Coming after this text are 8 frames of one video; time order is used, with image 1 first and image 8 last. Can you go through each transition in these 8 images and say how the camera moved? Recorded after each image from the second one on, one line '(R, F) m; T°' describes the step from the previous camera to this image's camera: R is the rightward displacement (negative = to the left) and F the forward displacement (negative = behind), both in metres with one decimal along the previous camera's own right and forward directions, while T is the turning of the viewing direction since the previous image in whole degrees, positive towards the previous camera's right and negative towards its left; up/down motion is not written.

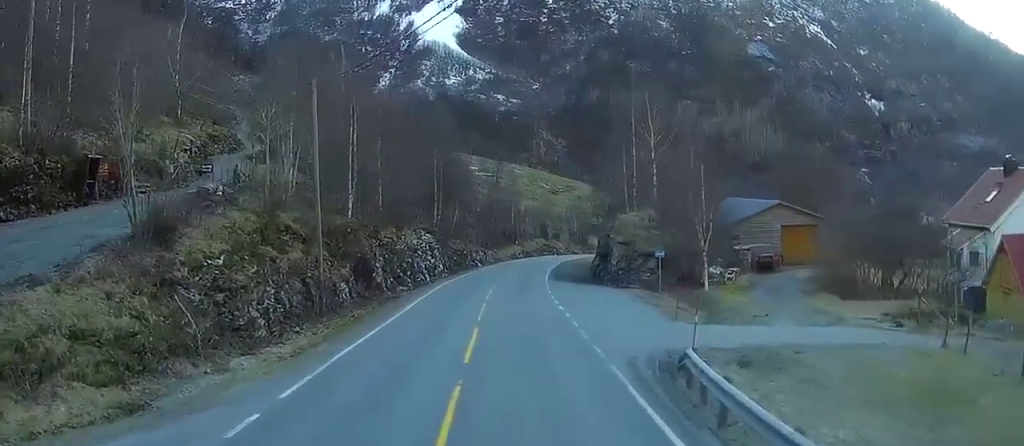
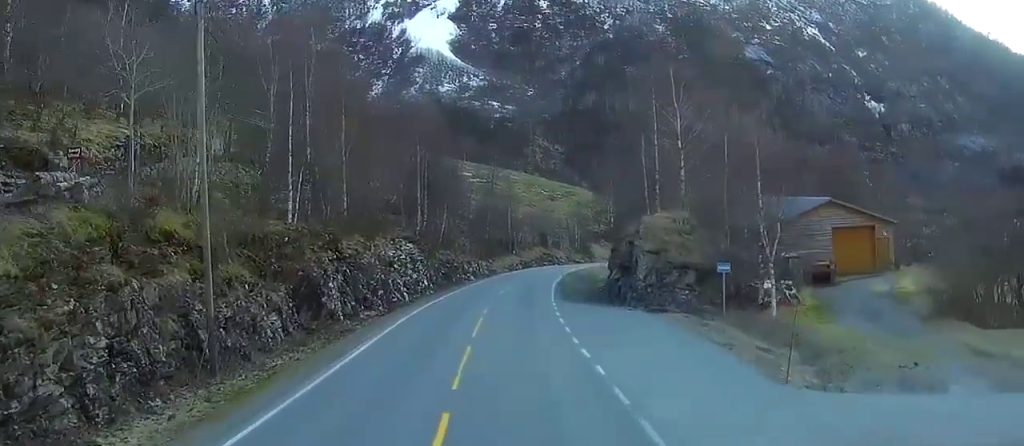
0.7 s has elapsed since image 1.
(-0.2, +13.7) m; -1°
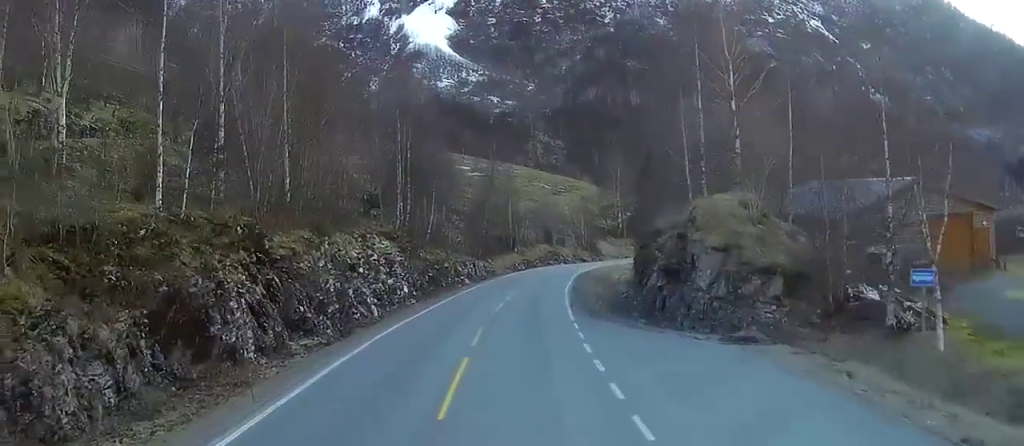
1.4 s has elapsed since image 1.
(0.0, +15.0) m; 0°
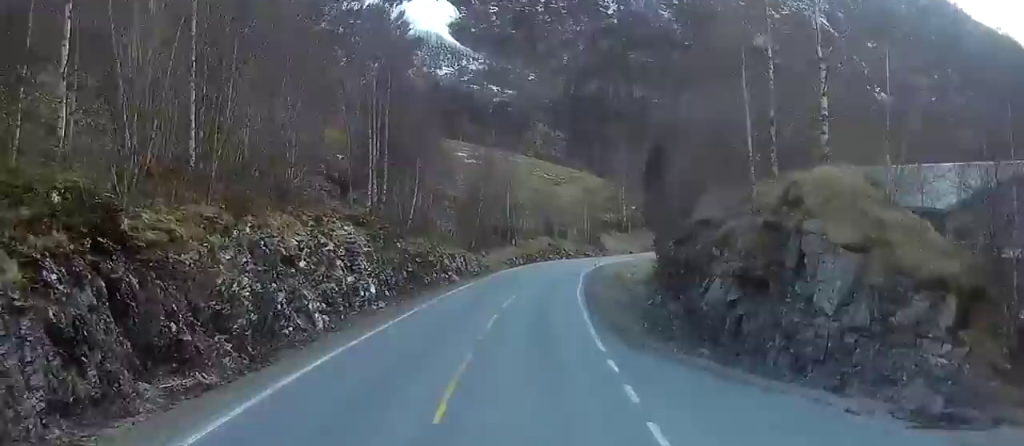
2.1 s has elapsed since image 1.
(0.0, +12.8) m; +1°
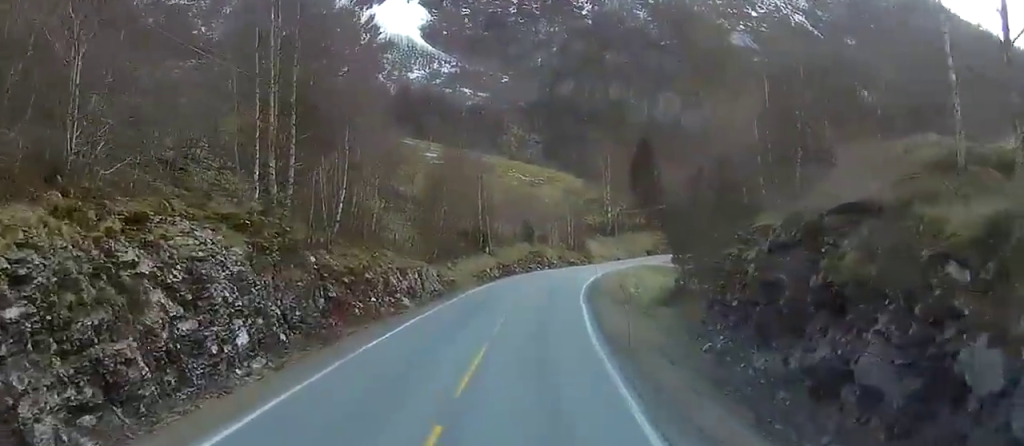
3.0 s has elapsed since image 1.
(+0.3, +19.3) m; +3°
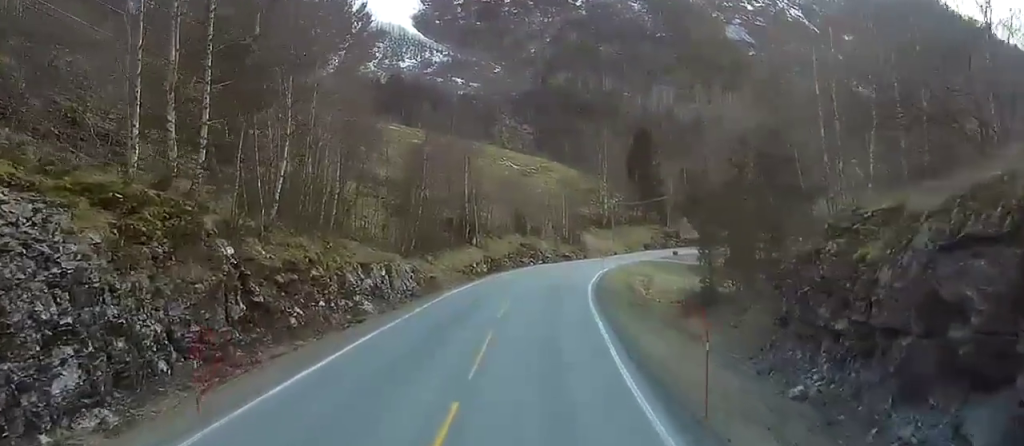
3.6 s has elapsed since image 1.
(0.0, +11.0) m; +2°
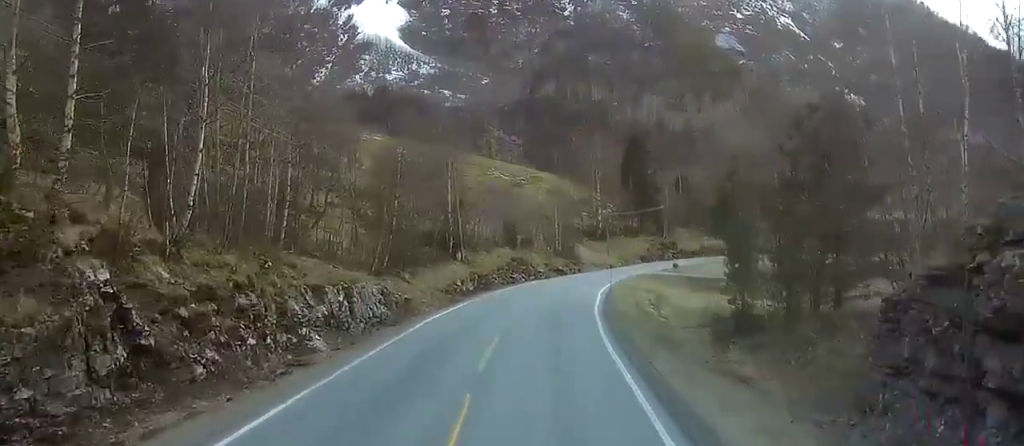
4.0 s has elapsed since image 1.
(+0.3, +9.2) m; +1°
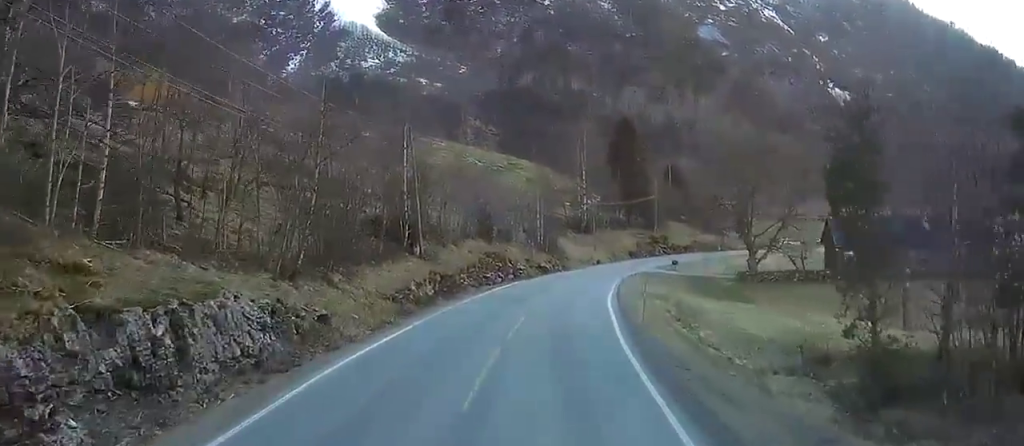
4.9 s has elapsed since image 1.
(+0.5, +18.2) m; +2°
